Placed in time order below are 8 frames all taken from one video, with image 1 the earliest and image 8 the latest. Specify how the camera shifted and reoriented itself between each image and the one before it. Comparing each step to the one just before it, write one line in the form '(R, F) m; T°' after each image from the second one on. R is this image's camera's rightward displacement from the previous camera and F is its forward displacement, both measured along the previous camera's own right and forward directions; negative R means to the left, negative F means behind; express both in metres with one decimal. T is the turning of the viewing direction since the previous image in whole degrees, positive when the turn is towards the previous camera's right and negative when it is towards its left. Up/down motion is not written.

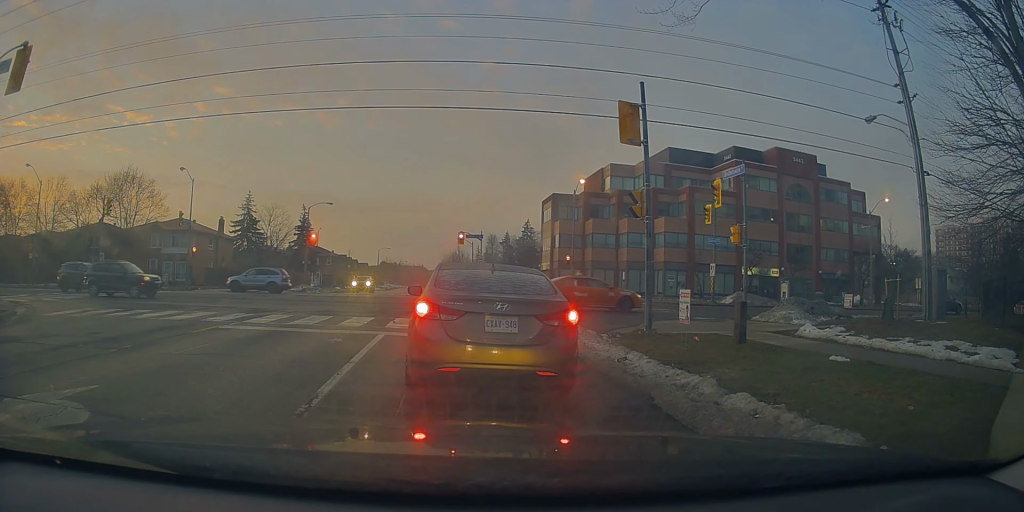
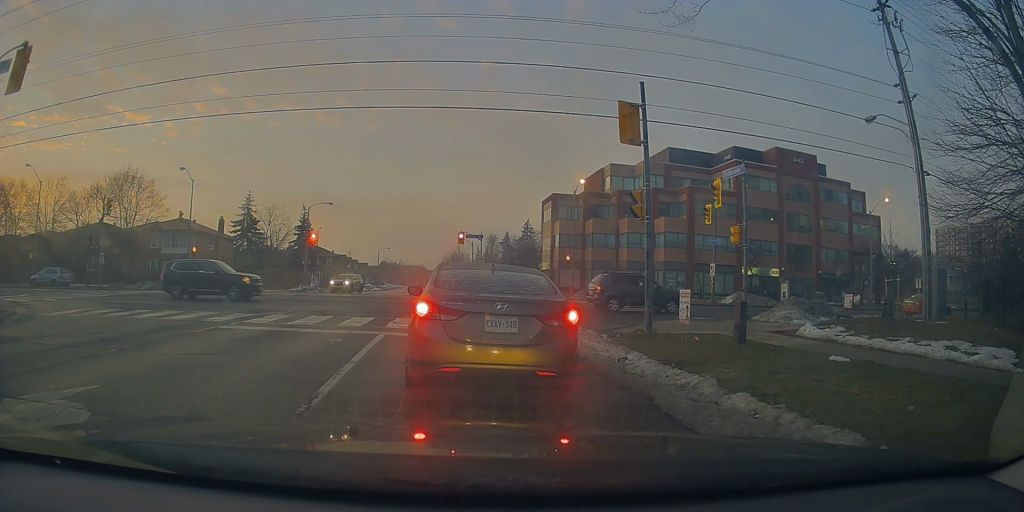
(0.0, 0.0) m; 0°
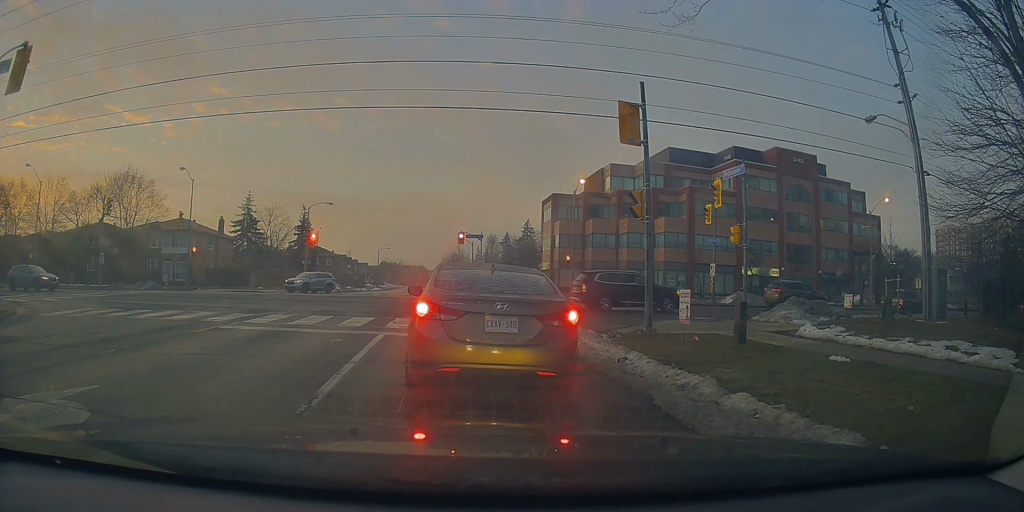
(0.0, 0.0) m; 0°
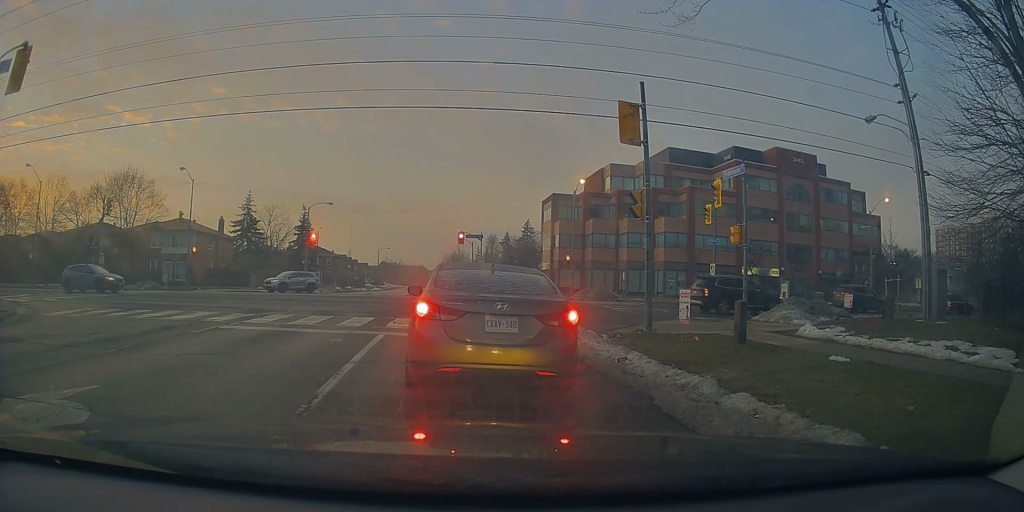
(0.0, 0.0) m; 0°
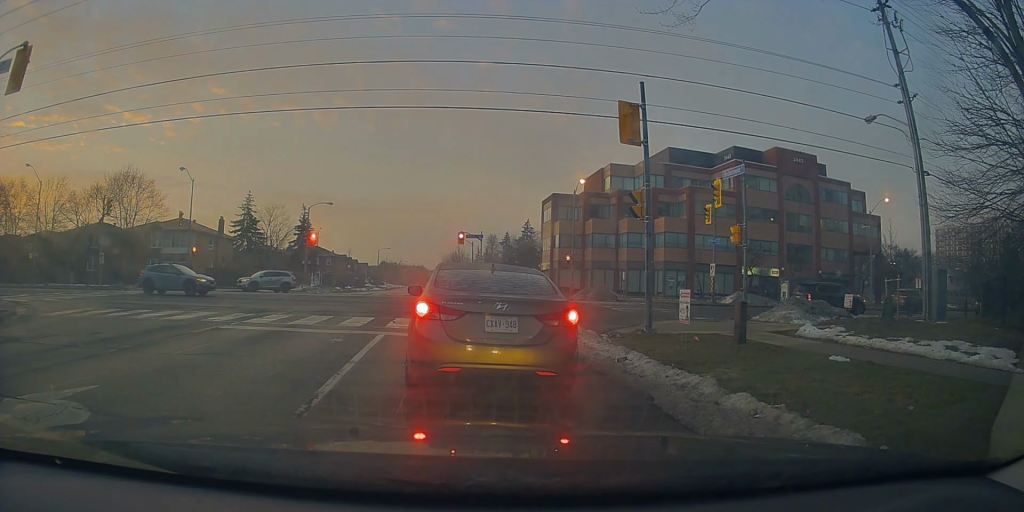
(0.0, 0.0) m; 0°
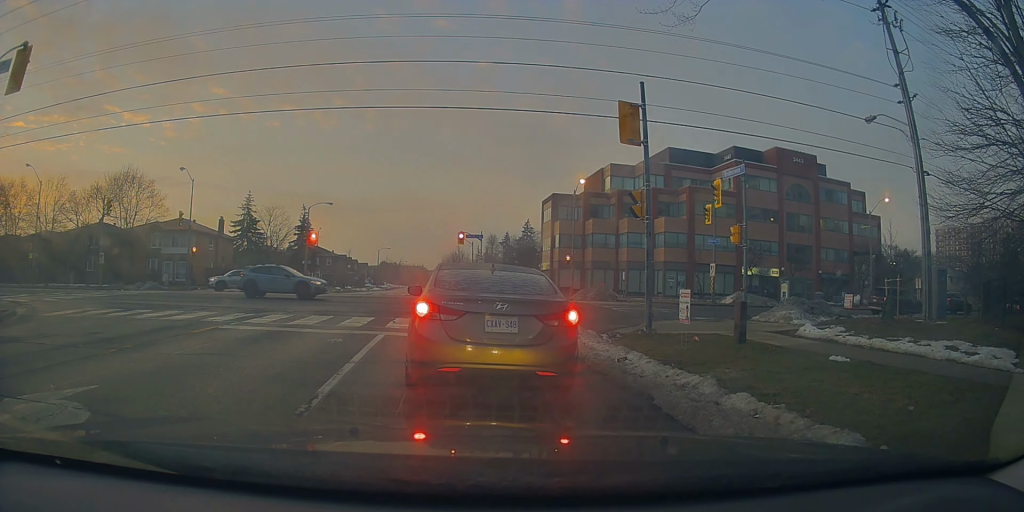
(0.0, 0.0) m; 0°
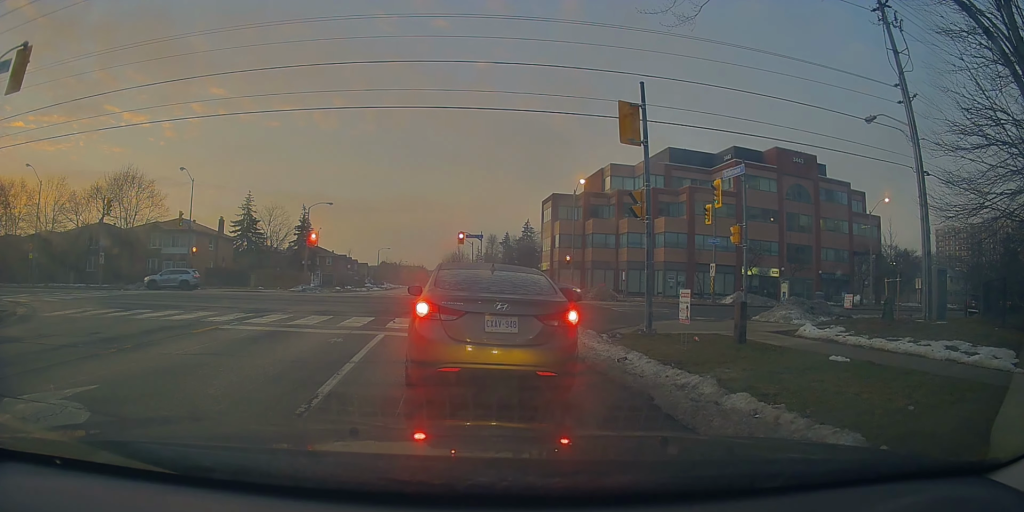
(0.0, 0.0) m; 0°
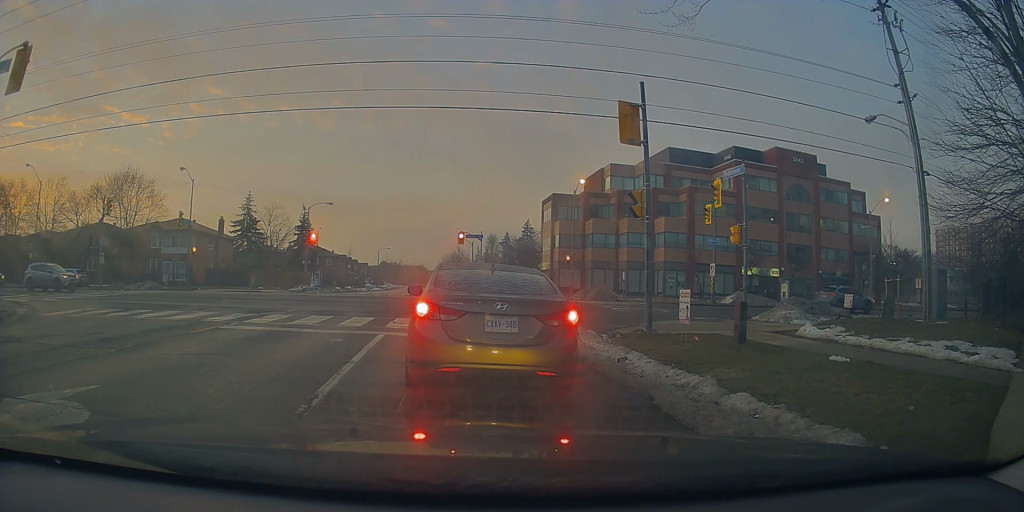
(0.0, 0.0) m; 0°
